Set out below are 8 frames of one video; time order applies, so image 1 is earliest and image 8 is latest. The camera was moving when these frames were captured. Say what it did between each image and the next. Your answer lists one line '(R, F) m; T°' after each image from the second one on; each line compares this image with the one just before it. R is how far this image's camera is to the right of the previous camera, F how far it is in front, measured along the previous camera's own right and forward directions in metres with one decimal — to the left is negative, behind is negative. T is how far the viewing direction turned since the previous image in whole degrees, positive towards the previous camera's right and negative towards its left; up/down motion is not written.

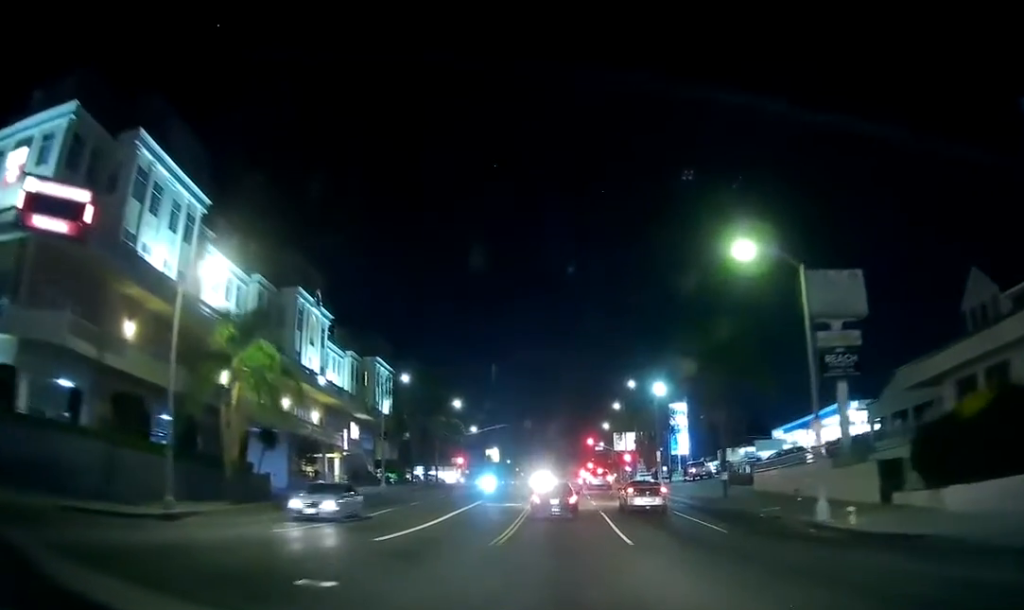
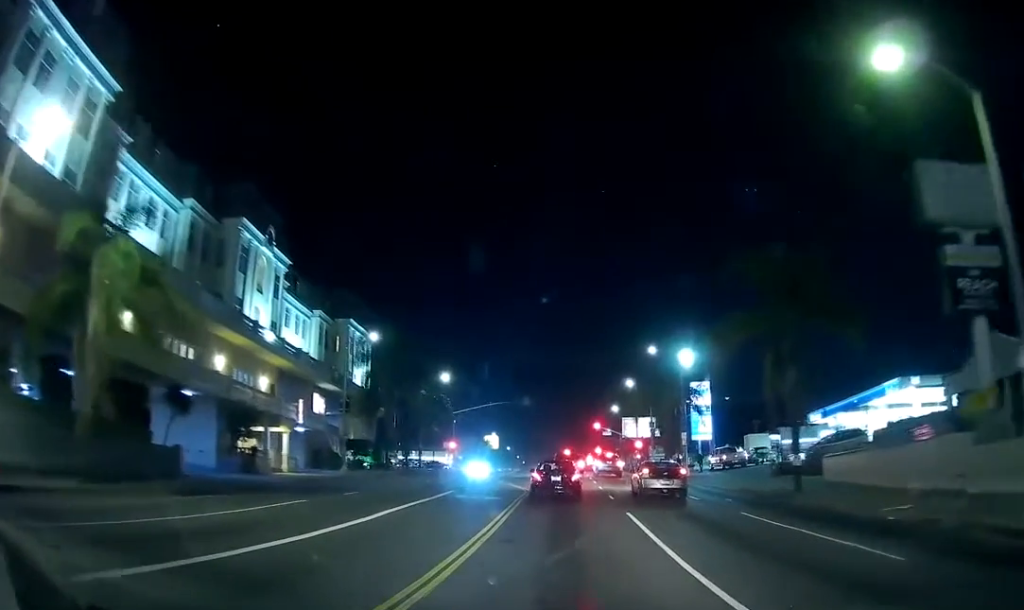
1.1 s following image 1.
(0.0, +12.7) m; 0°
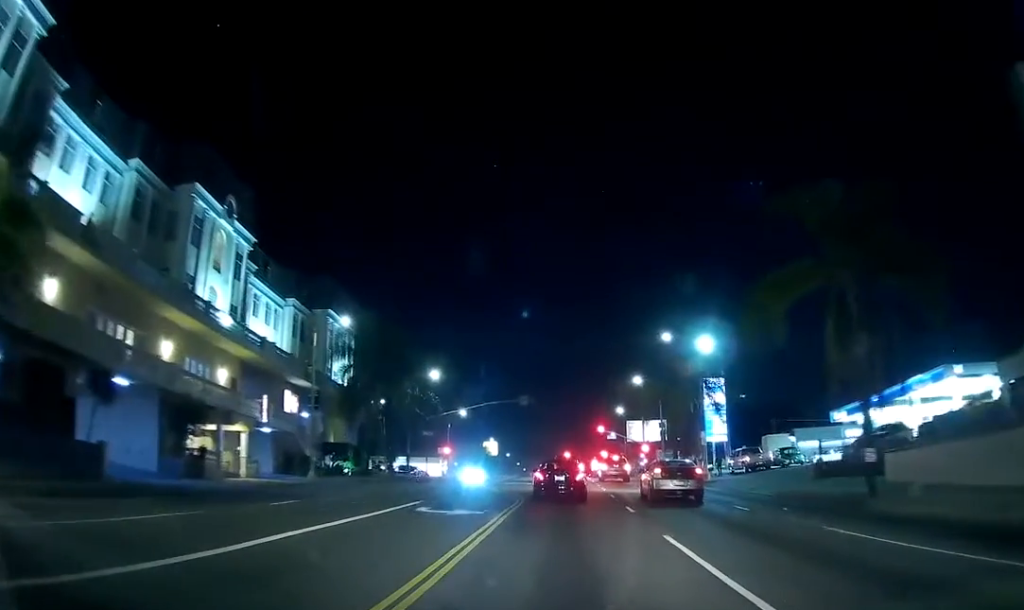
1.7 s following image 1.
(0.0, +6.9) m; +2°
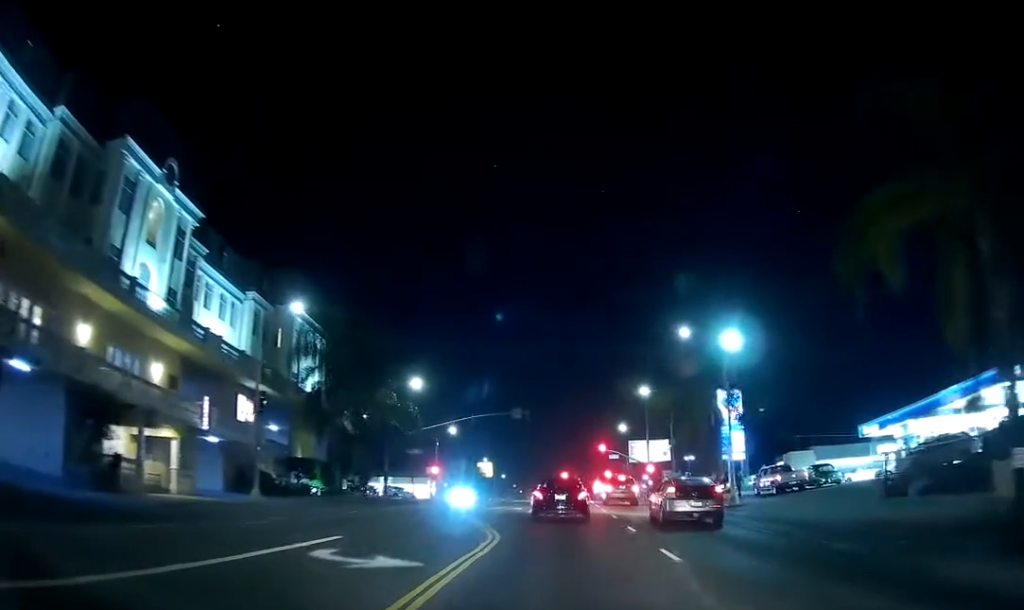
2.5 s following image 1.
(+0.1, +8.5) m; +3°
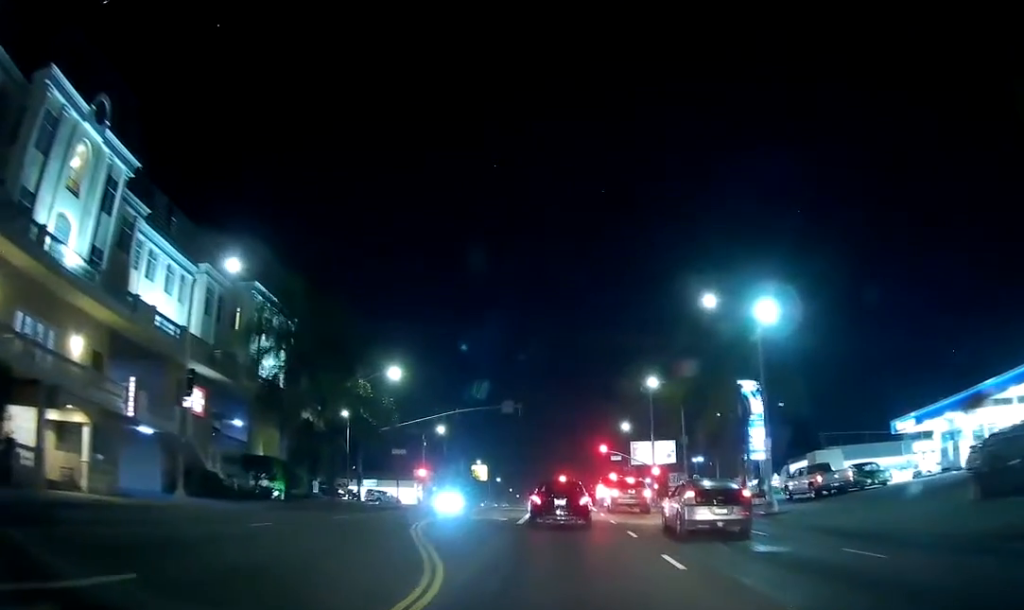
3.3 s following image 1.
(+0.6, +8.2) m; 0°
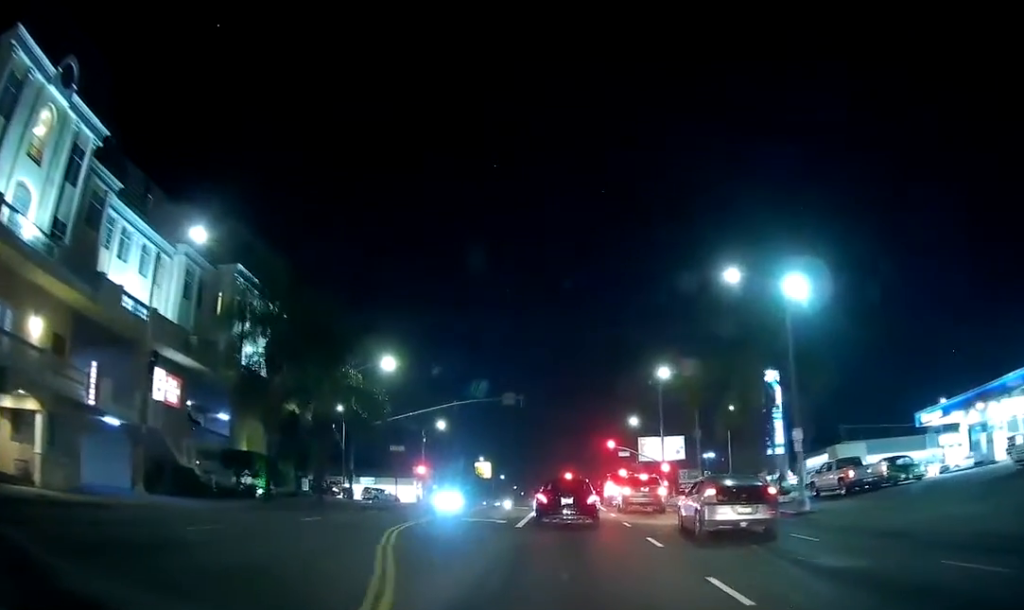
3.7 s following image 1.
(-0.3, +3.5) m; -2°
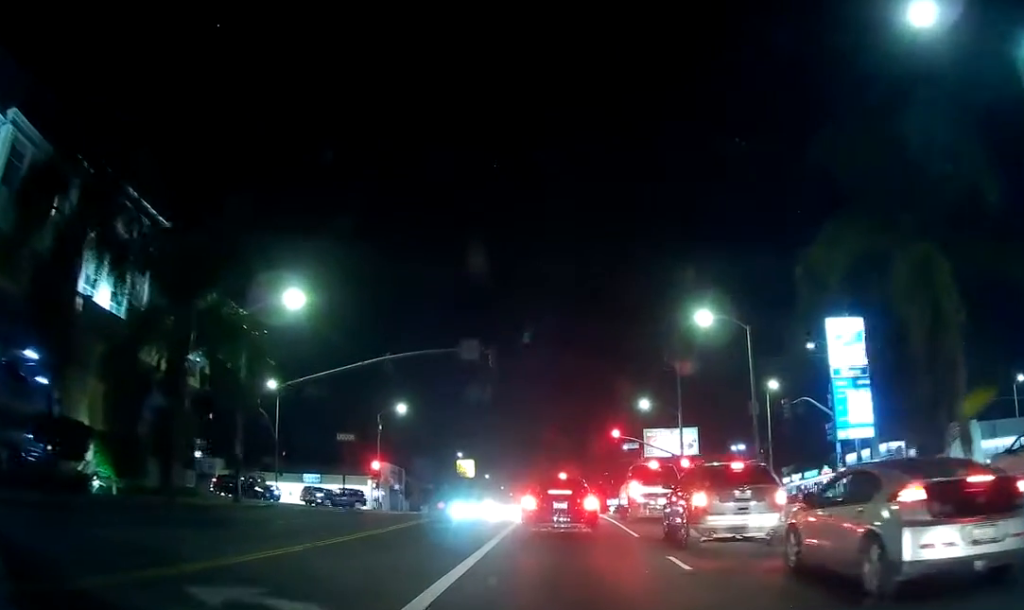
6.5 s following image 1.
(-0.9, +19.1) m; -2°
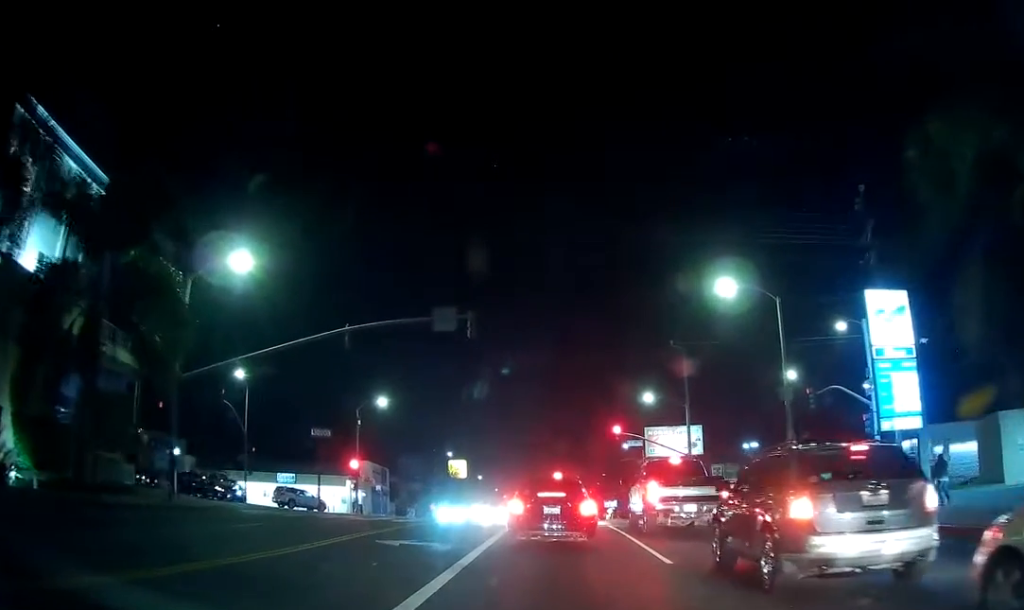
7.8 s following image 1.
(+0.1, +5.7) m; +7°
